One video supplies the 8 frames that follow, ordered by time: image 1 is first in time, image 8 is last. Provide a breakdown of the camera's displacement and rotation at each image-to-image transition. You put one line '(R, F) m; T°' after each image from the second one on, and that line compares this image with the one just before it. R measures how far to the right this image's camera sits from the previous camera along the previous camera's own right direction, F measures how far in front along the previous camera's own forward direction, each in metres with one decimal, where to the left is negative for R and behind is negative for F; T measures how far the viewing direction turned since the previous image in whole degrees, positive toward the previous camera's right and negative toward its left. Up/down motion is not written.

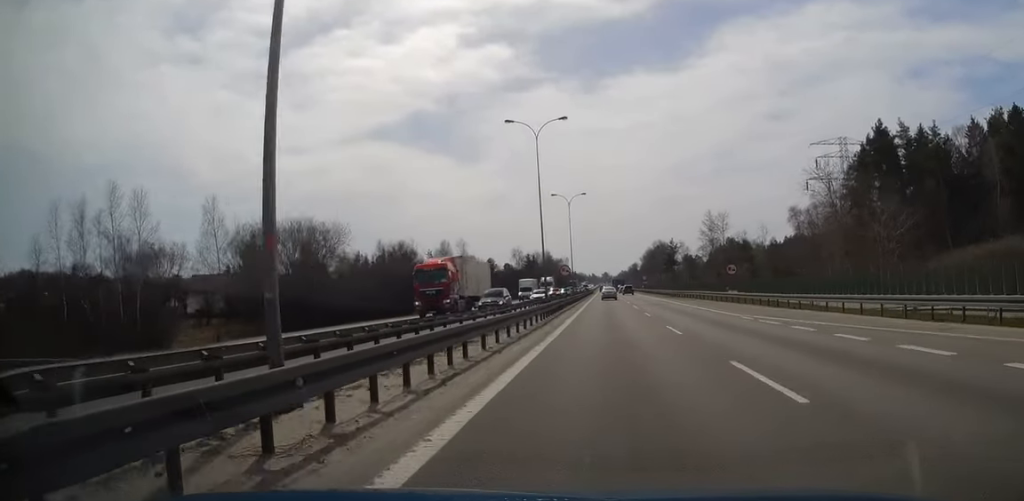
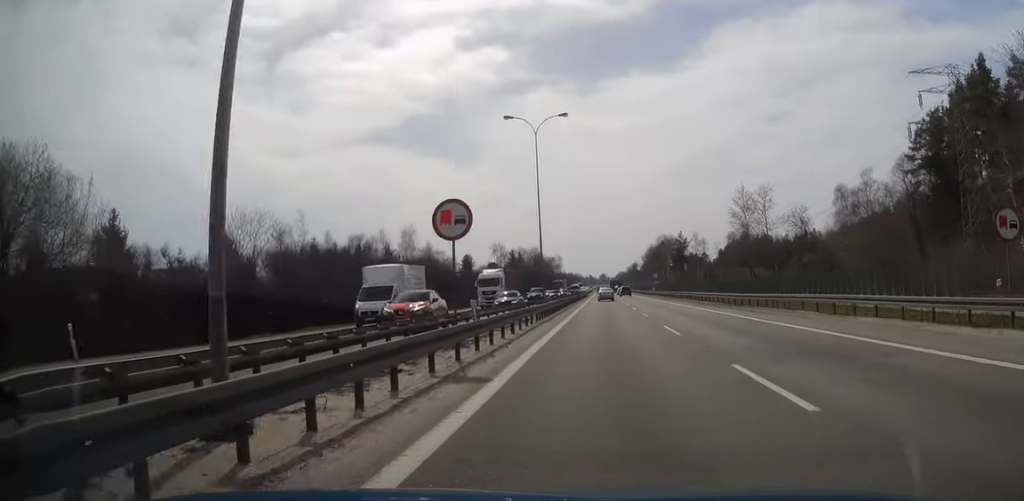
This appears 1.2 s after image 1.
(0.0, +36.6) m; 0°
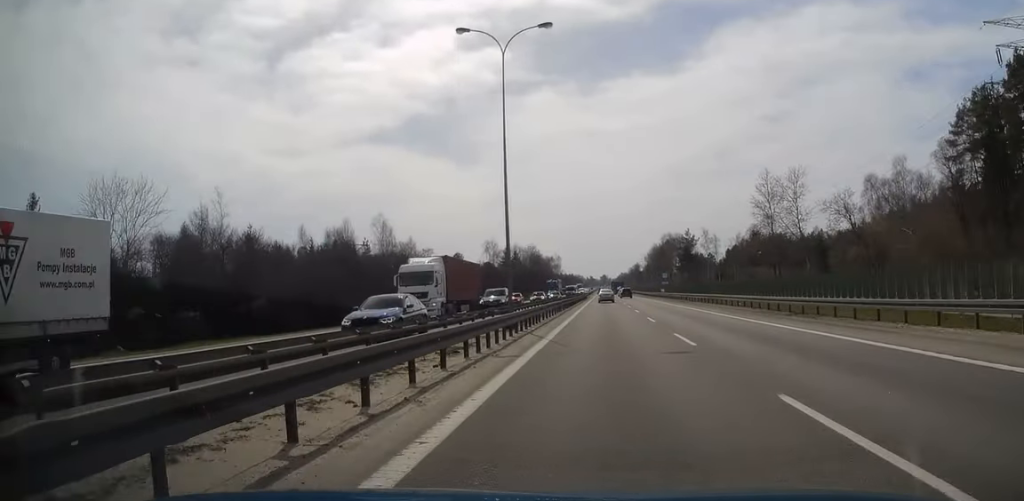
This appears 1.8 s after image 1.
(0.0, +14.9) m; 0°
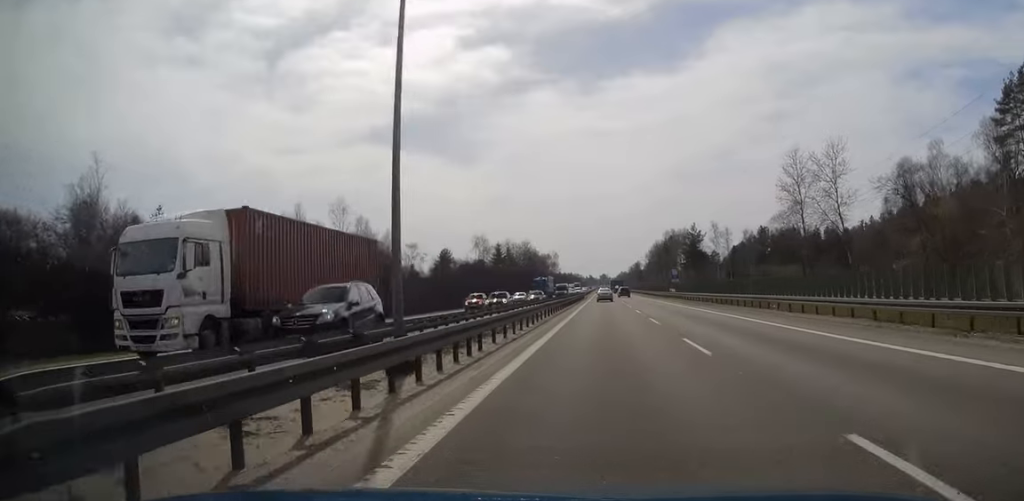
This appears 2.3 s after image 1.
(0.0, +14.3) m; 0°
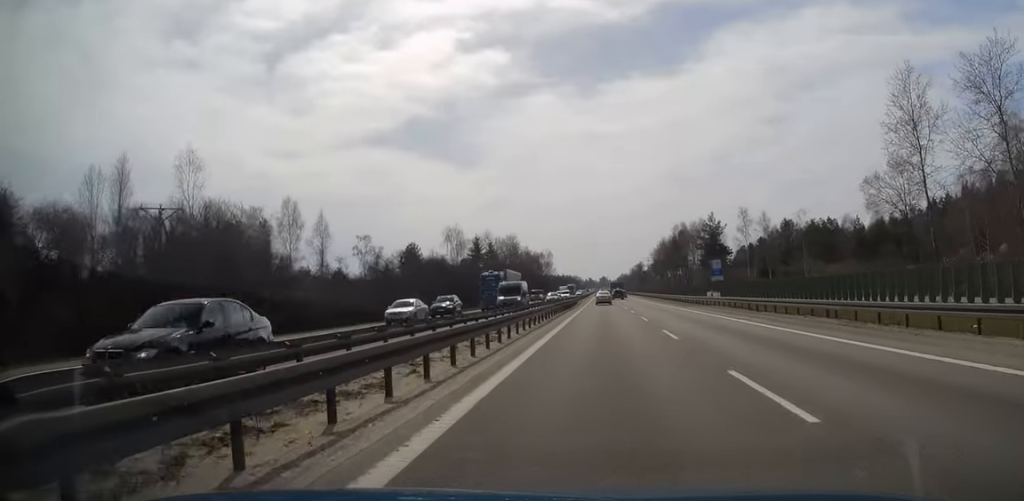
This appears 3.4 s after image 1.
(0.0, +30.5) m; 0°
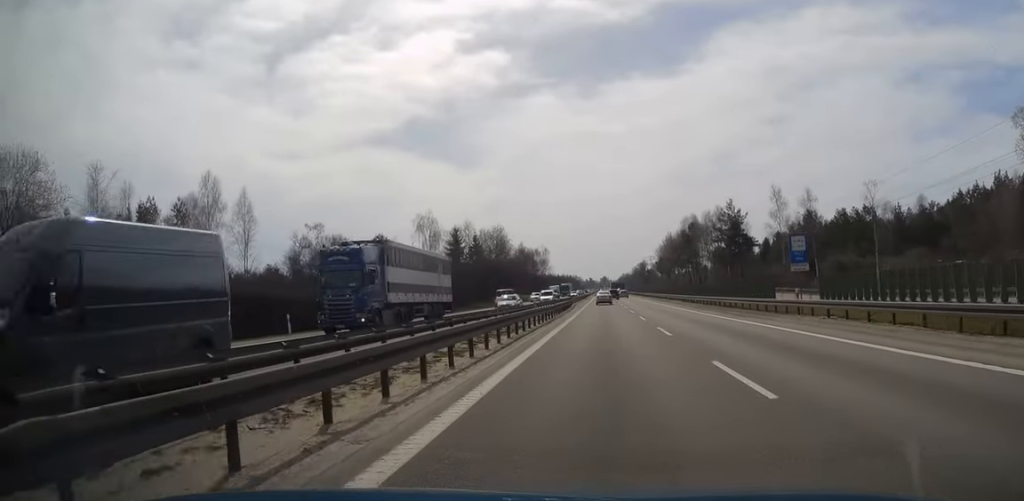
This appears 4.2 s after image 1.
(0.0, +22.0) m; 0°
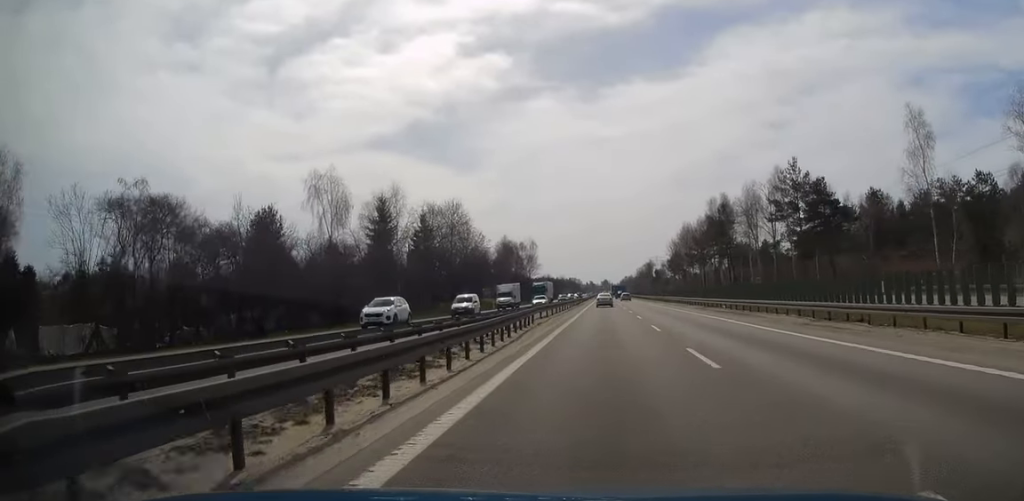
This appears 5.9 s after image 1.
(0.0, +43.6) m; 0°
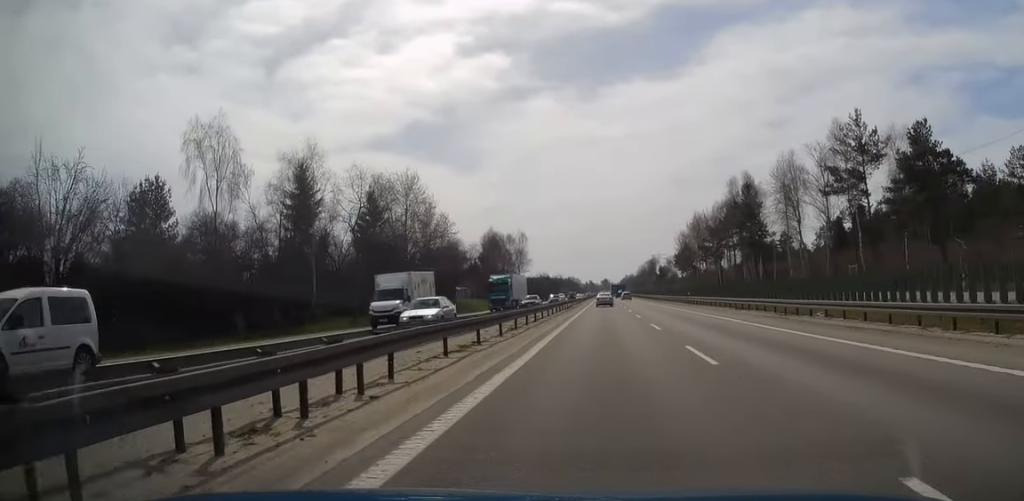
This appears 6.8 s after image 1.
(0.0, +23.4) m; 0°
